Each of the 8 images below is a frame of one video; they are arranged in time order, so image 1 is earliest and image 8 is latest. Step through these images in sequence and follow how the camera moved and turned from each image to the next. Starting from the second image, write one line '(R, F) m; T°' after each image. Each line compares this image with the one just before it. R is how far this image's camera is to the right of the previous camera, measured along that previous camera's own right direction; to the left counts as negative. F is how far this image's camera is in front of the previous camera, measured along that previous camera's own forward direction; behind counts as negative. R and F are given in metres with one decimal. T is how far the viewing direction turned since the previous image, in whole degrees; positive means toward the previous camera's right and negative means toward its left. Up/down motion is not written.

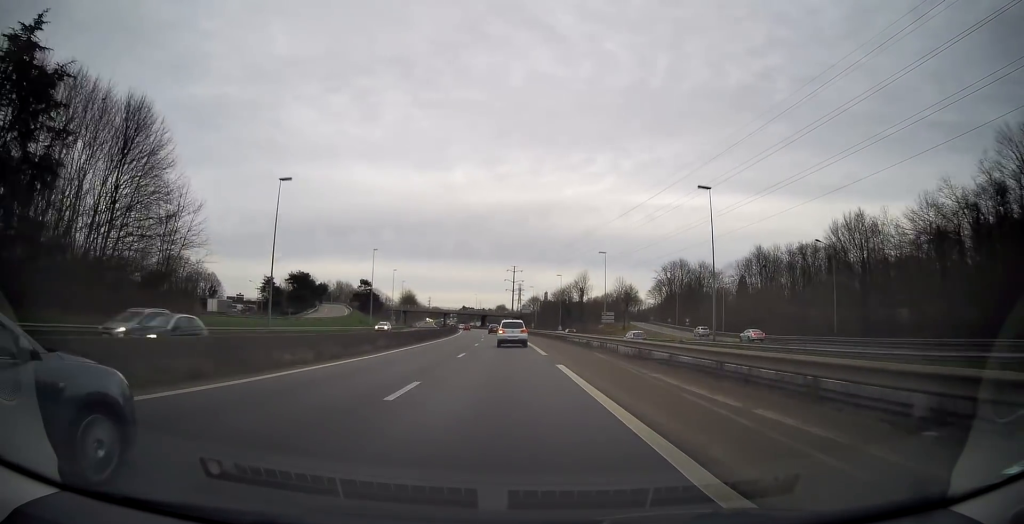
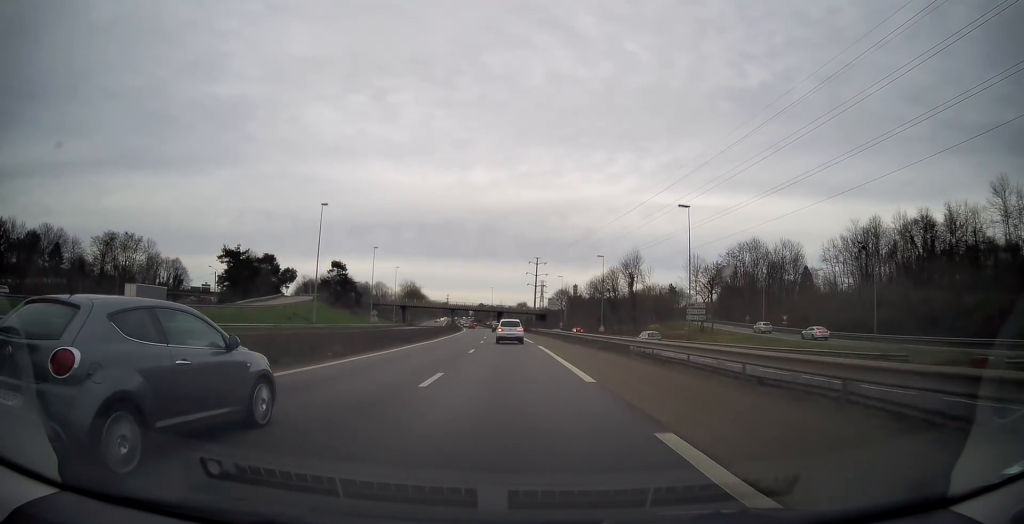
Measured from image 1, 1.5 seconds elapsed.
(-1.0, +35.9) m; -5°
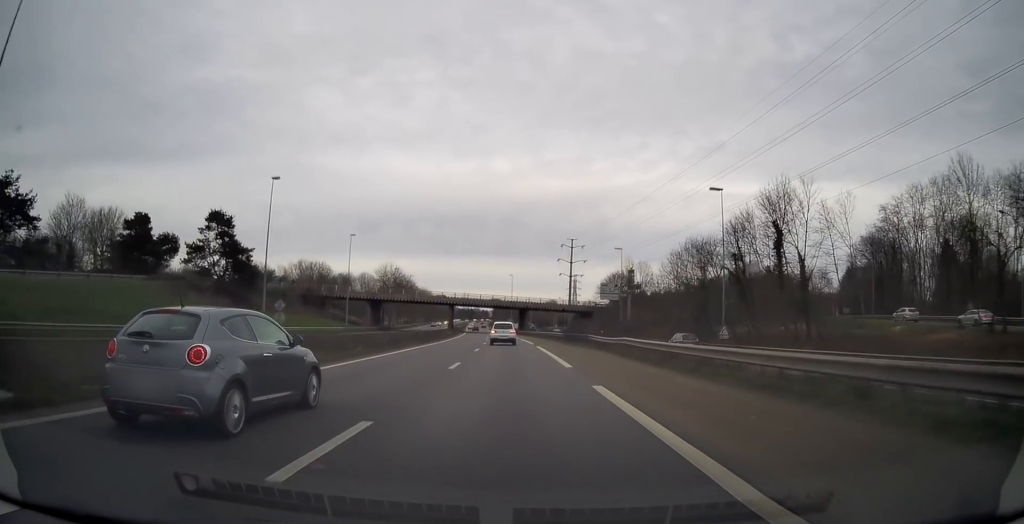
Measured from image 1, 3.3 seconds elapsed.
(-2.0, +44.4) m; -3°
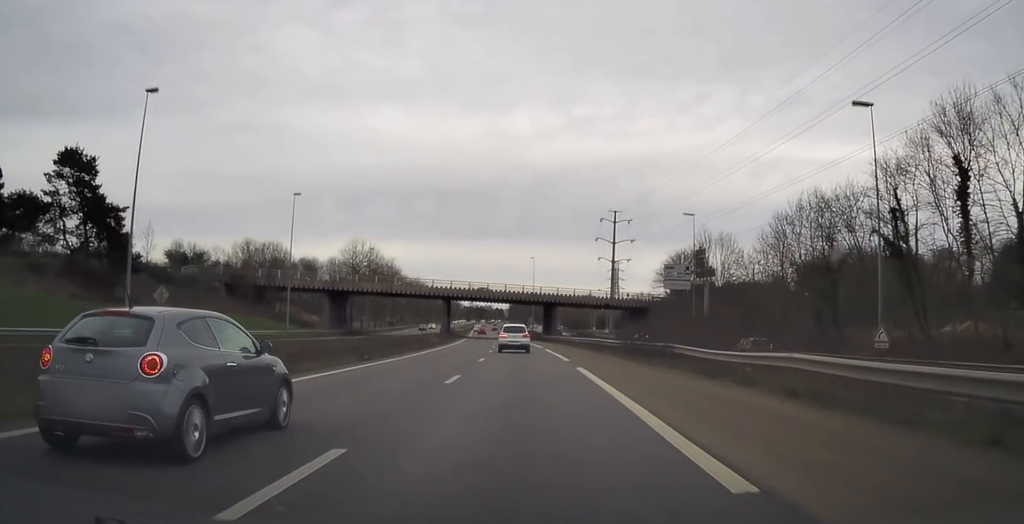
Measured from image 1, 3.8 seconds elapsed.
(0.0, +13.0) m; 0°
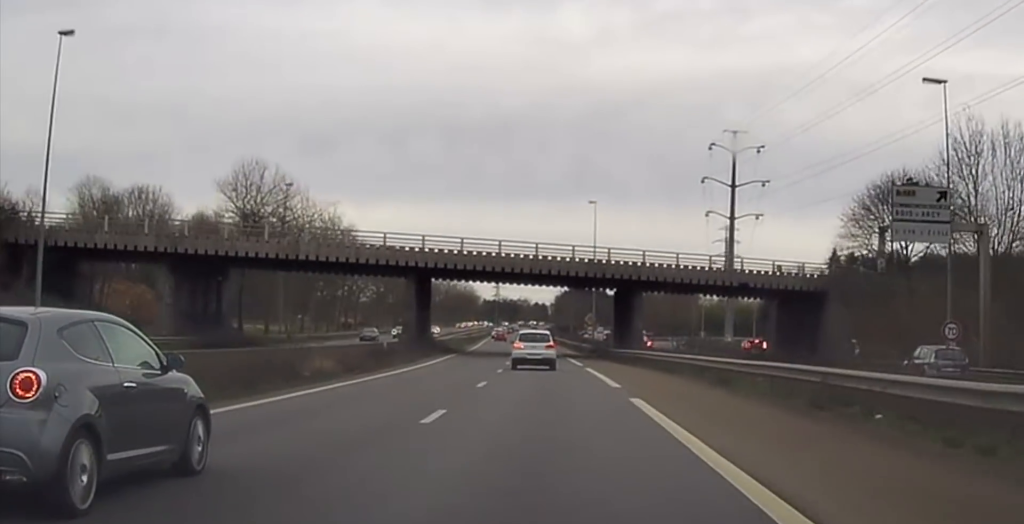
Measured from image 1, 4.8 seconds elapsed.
(0.0, +26.1) m; 0°
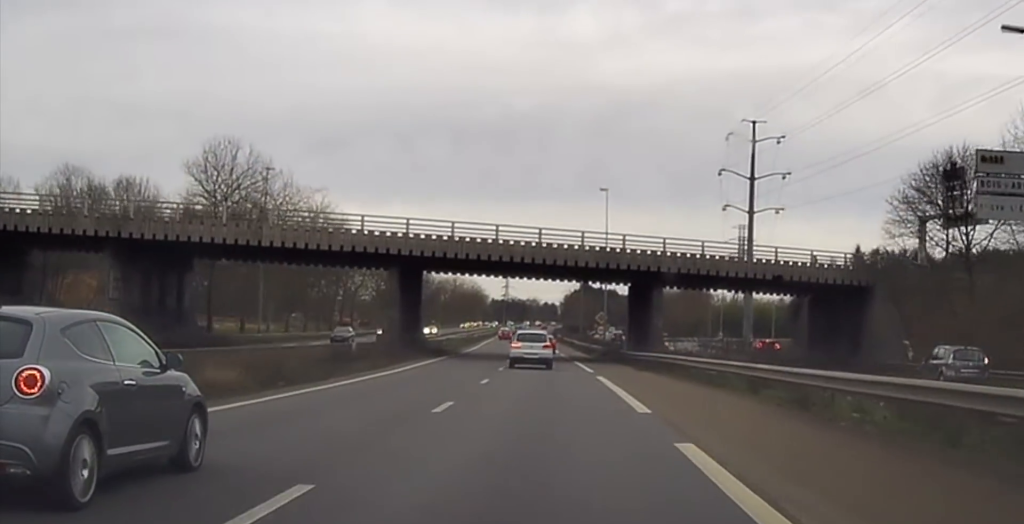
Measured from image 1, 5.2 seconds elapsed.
(0.0, +10.1) m; 0°
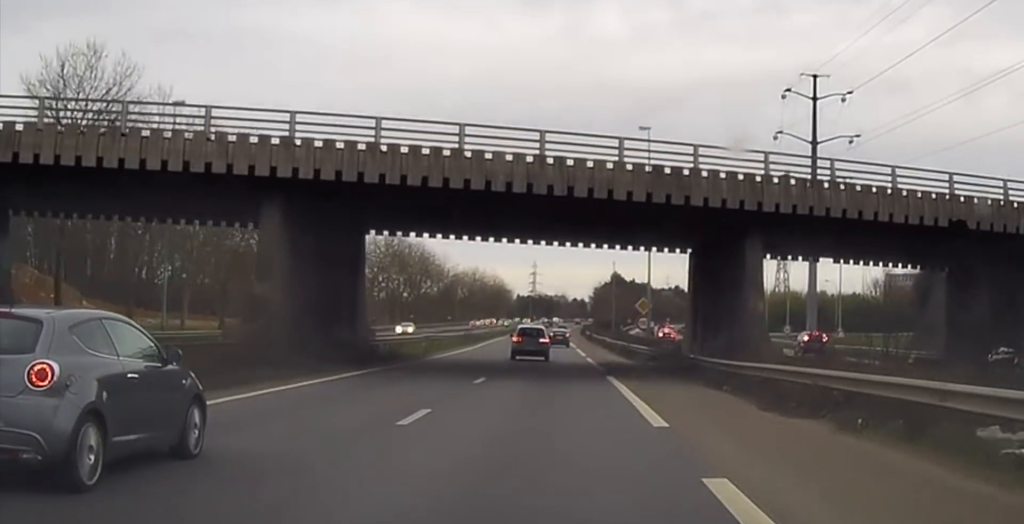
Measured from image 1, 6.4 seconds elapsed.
(0.0, +28.4) m; 0°
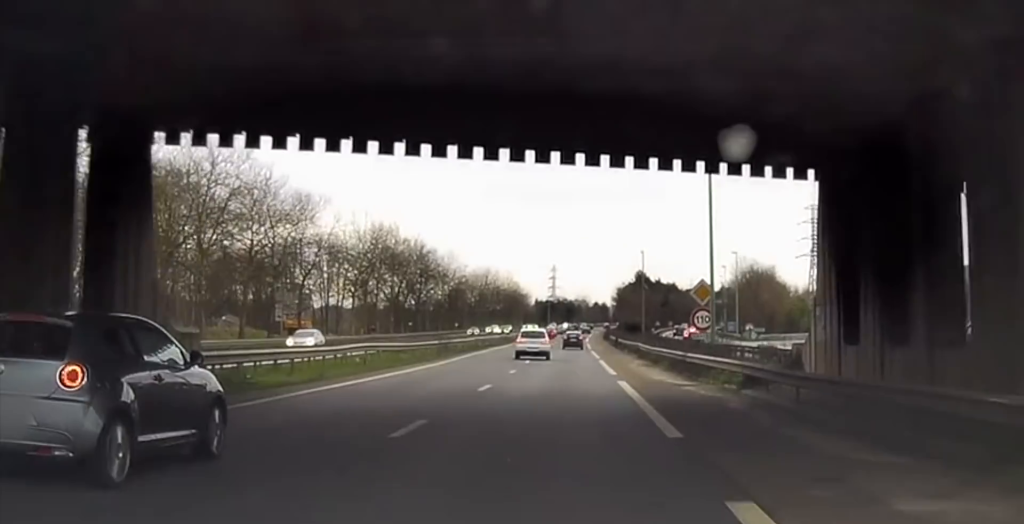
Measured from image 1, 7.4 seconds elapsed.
(0.0, +26.5) m; 0°
